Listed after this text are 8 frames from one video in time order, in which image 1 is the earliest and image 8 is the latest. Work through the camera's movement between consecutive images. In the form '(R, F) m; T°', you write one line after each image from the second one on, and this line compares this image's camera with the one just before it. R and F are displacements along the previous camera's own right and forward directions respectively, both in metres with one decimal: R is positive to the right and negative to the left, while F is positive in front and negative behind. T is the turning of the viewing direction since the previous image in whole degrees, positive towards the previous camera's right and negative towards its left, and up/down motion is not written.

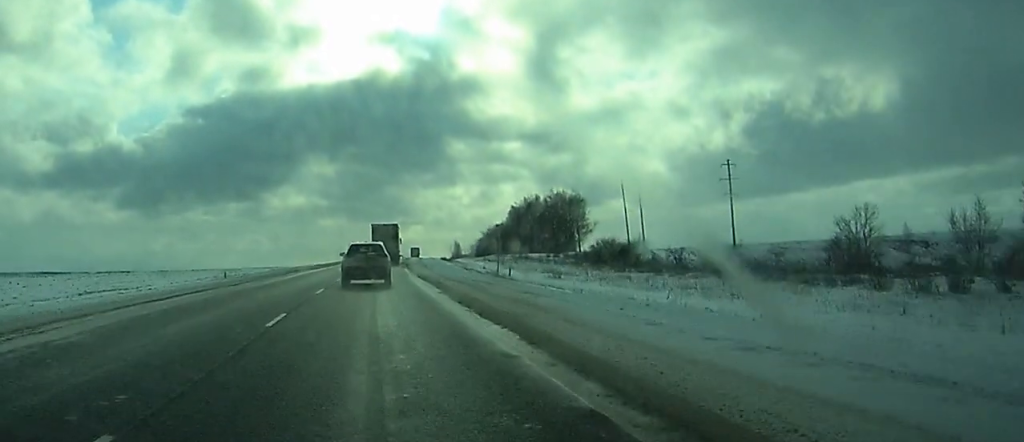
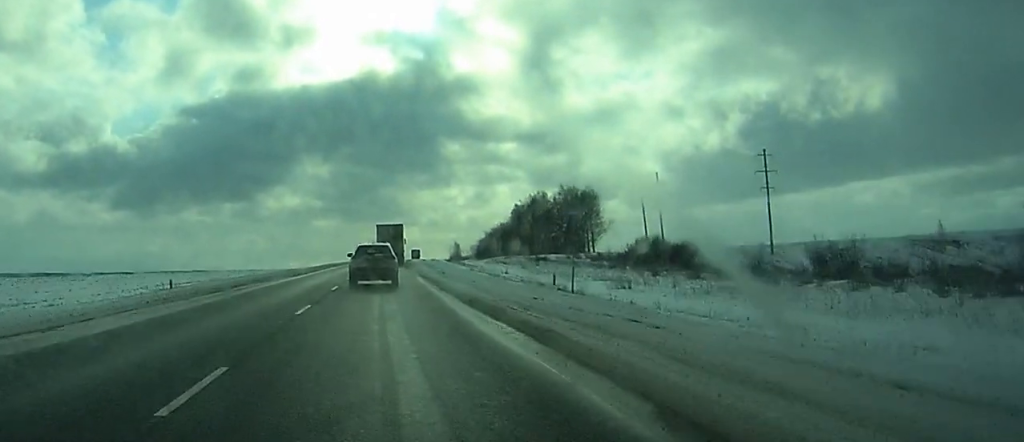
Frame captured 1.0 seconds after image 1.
(0.0, +18.4) m; 0°
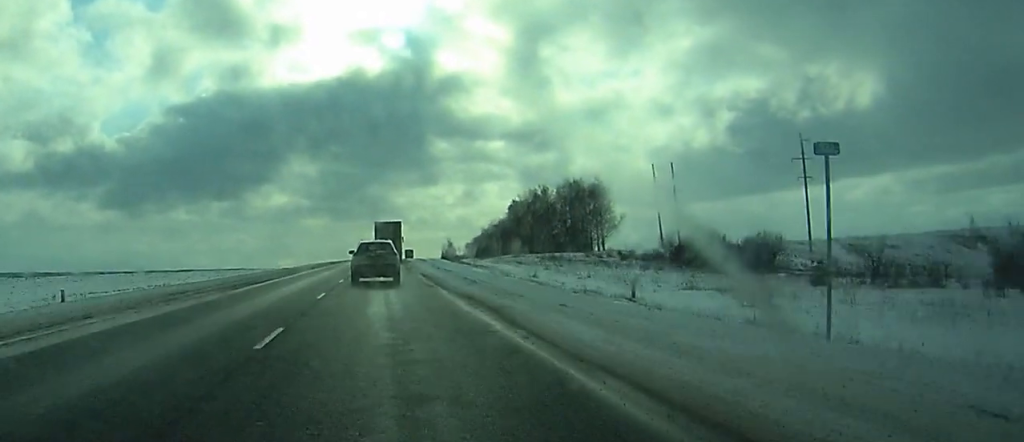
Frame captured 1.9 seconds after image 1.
(0.0, +17.9) m; 0°
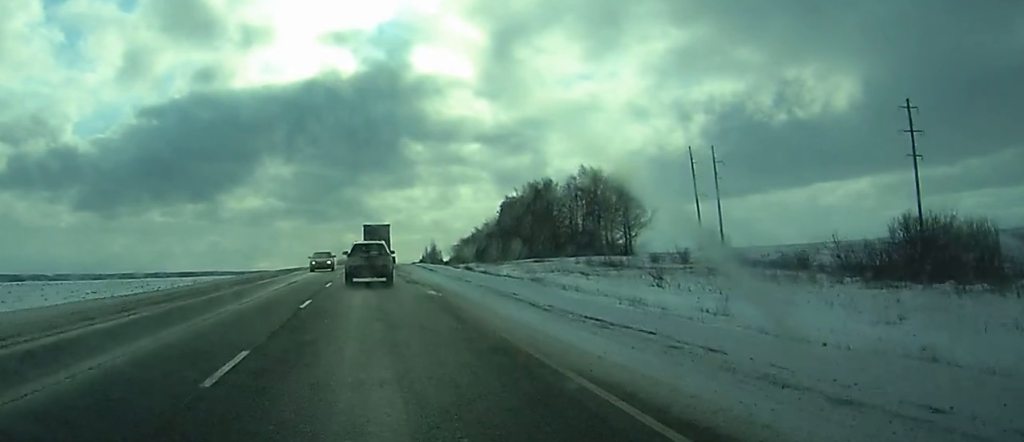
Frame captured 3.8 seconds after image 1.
(+0.4, +36.3) m; +2°
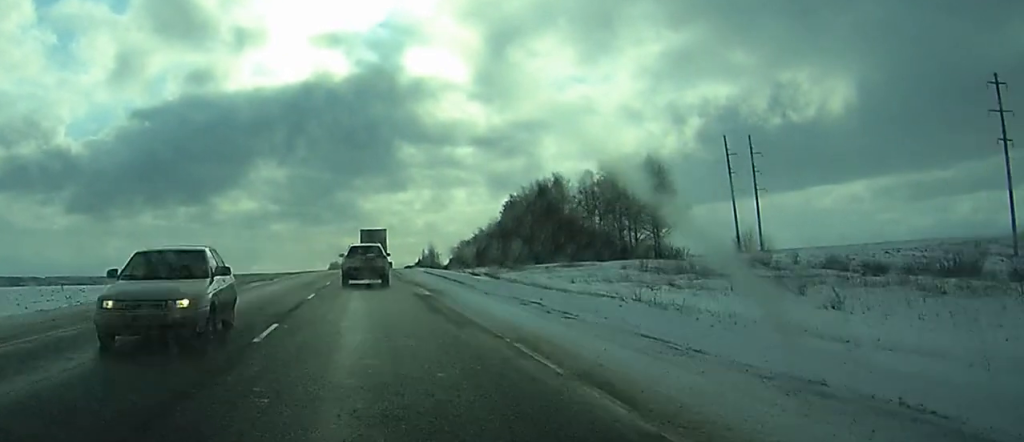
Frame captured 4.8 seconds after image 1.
(+0.2, +18.4) m; +1°
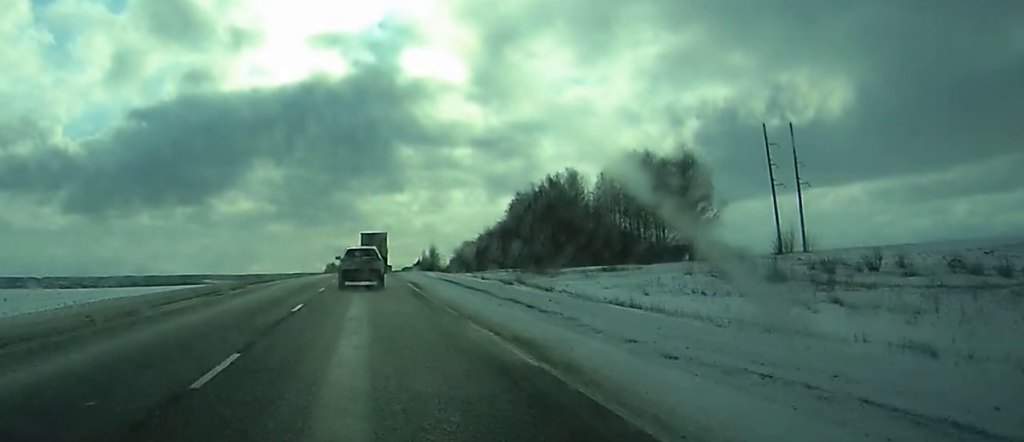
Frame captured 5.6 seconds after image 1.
(0.0, +15.2) m; 0°
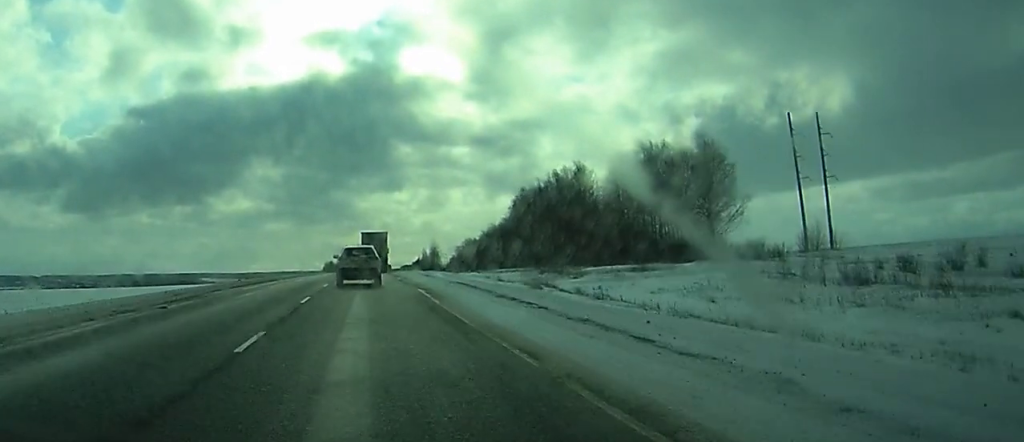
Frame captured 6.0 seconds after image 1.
(0.0, +8.2) m; 0°
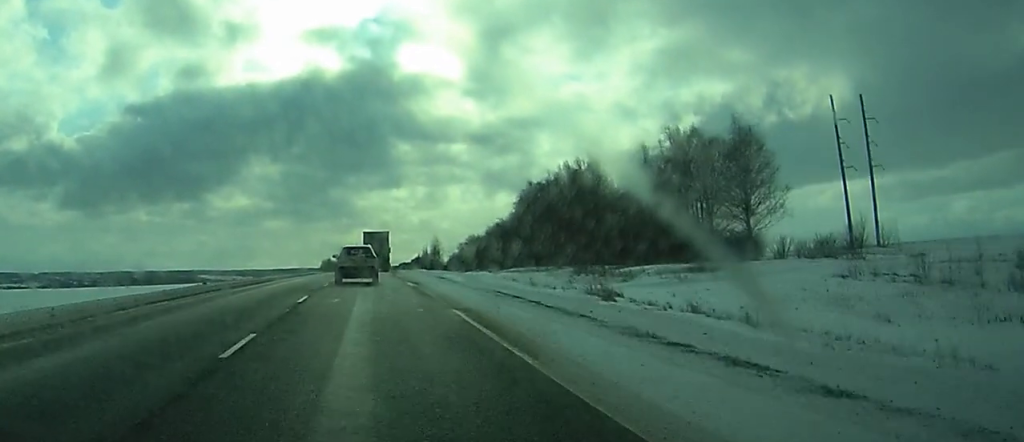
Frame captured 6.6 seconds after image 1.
(0.0, +12.0) m; 0°
